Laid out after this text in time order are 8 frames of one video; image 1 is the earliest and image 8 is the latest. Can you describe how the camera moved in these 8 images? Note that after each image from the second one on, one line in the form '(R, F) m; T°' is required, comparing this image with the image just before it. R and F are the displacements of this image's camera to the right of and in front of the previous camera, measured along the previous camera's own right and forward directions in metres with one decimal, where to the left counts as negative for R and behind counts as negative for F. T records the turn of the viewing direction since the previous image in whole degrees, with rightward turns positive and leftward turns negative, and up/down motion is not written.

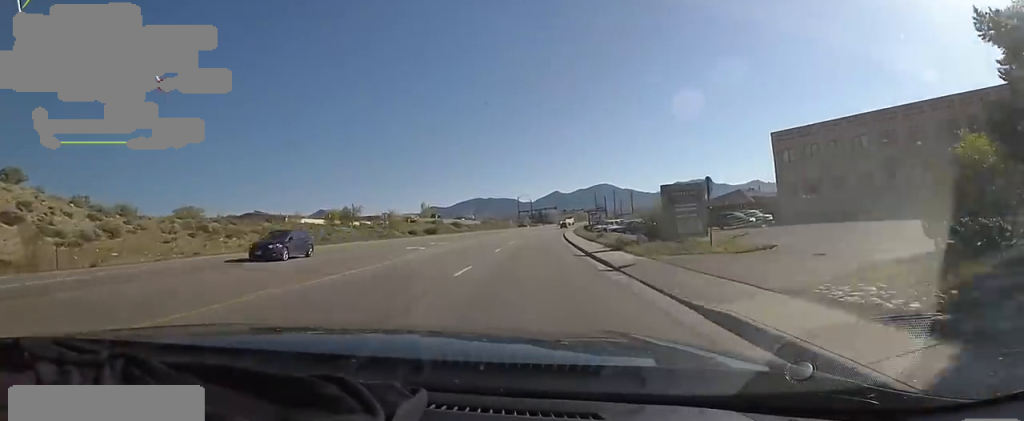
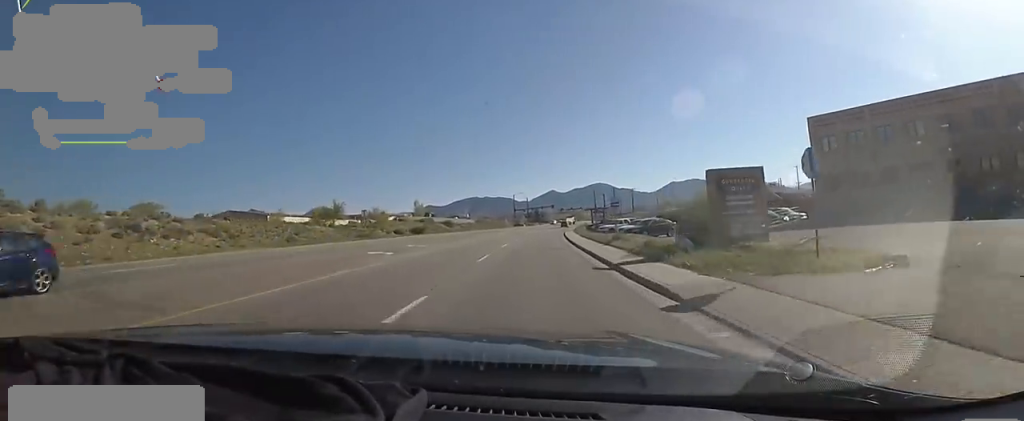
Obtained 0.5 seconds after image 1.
(+0.1, +7.1) m; 0°
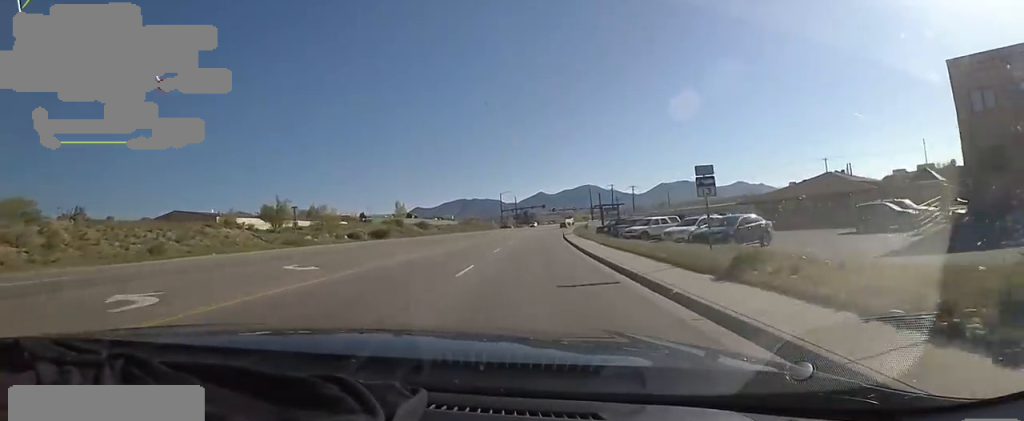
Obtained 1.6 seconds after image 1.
(-0.3, +16.8) m; -2°
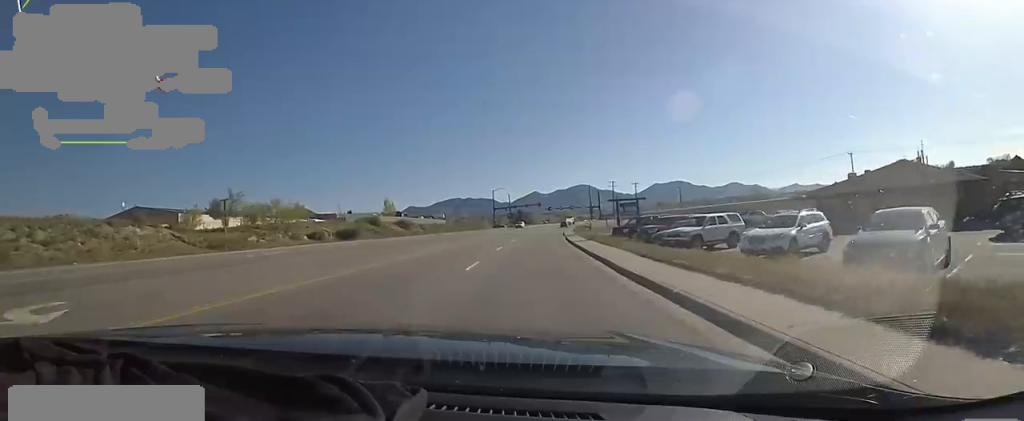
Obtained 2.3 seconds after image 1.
(-0.4, +10.8) m; 0°
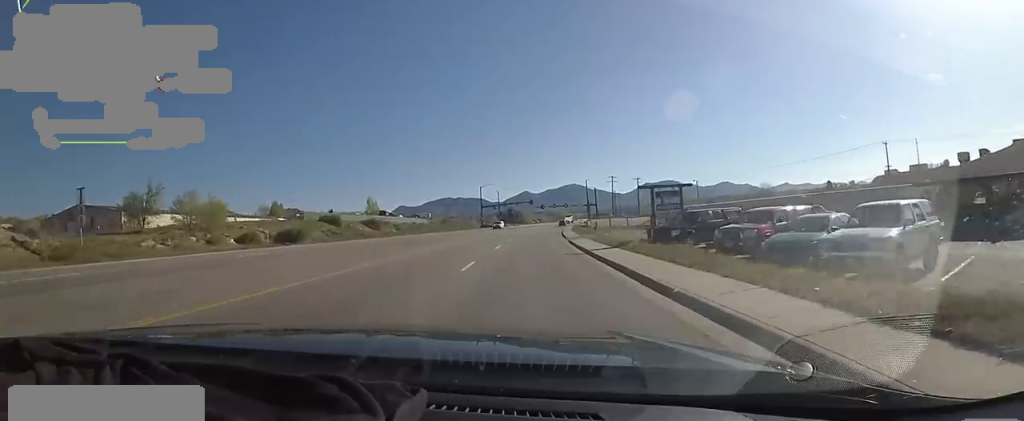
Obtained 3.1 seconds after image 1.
(+0.5, +12.7) m; +5°
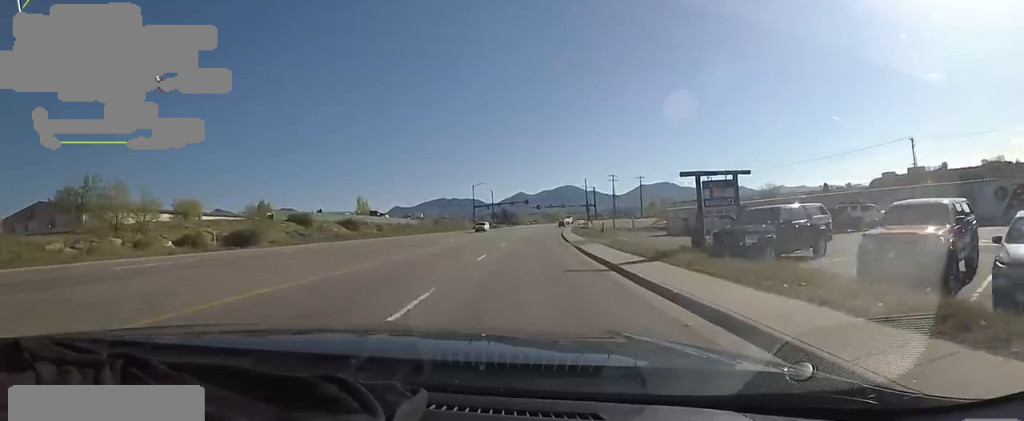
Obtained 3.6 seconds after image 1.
(+0.3, +7.5) m; +1°
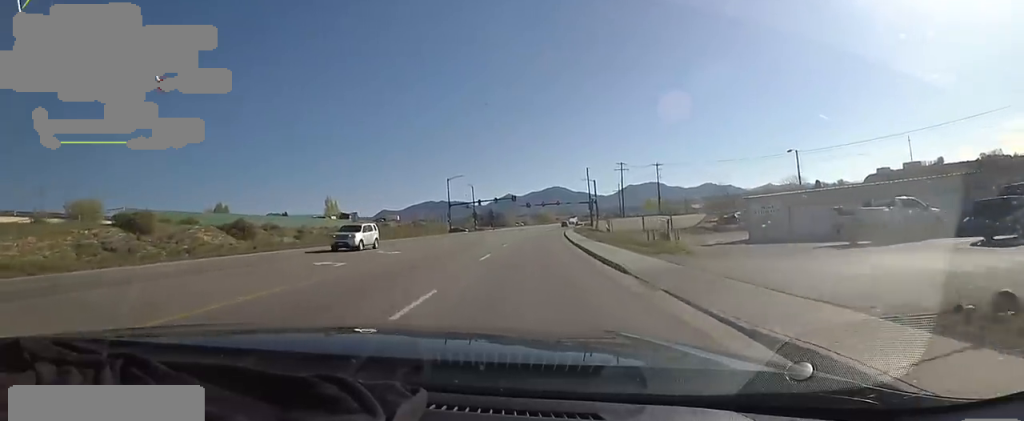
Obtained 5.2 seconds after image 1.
(-0.3, +24.3) m; -4°
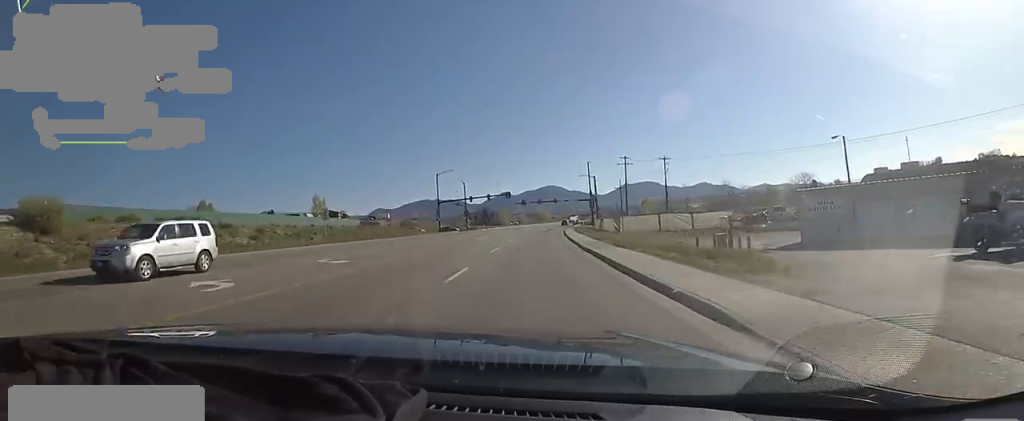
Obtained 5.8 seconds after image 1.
(0.0, +7.7) m; +2°
